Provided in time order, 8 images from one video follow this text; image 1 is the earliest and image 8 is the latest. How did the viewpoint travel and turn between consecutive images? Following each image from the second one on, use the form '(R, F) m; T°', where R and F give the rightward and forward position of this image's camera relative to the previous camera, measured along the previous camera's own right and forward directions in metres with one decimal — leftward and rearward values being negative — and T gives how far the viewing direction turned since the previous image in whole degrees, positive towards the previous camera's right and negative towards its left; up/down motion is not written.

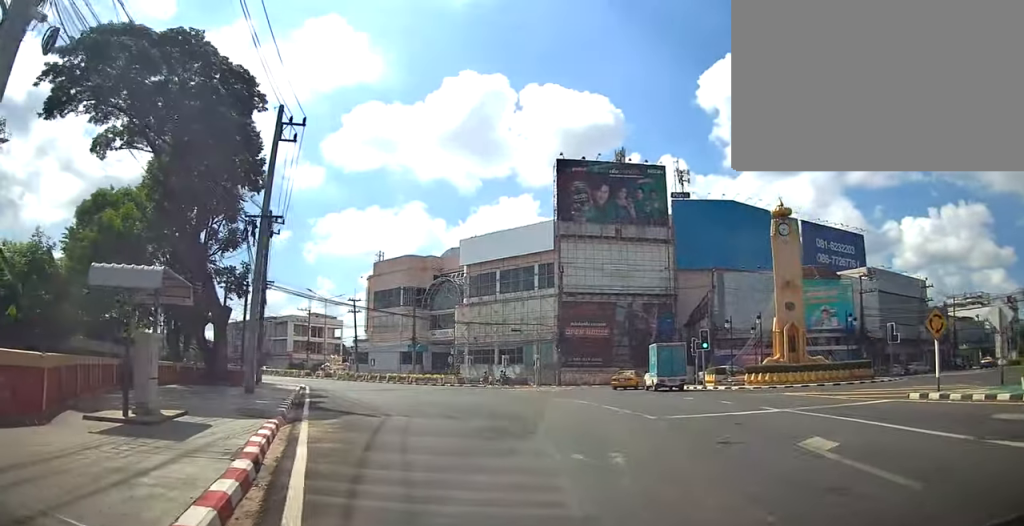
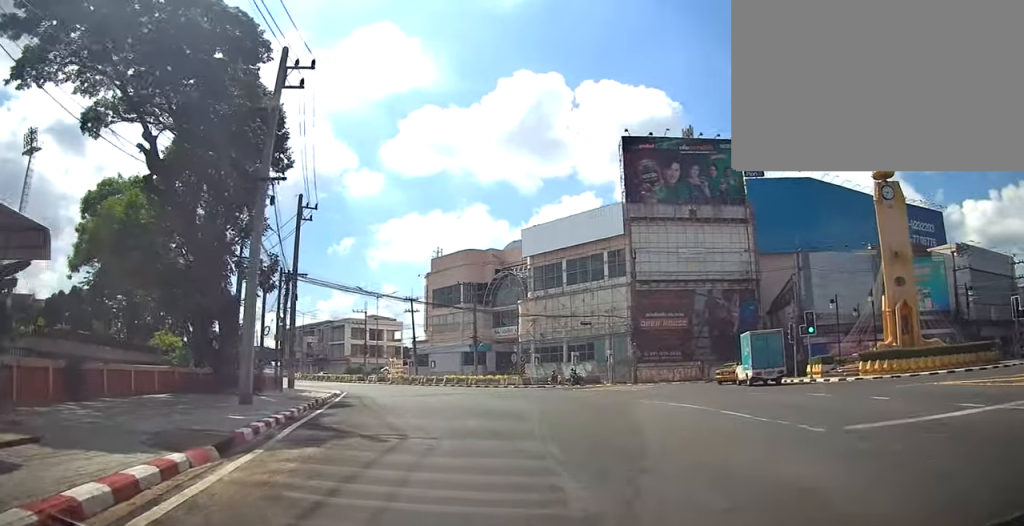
(-0.4, +6.4) m; -7°
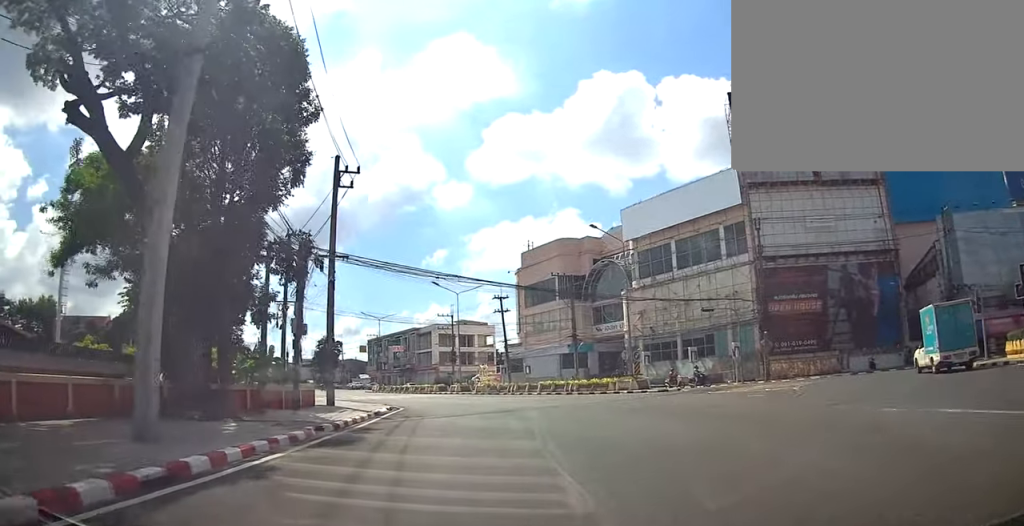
(-1.2, +10.6) m; -10°
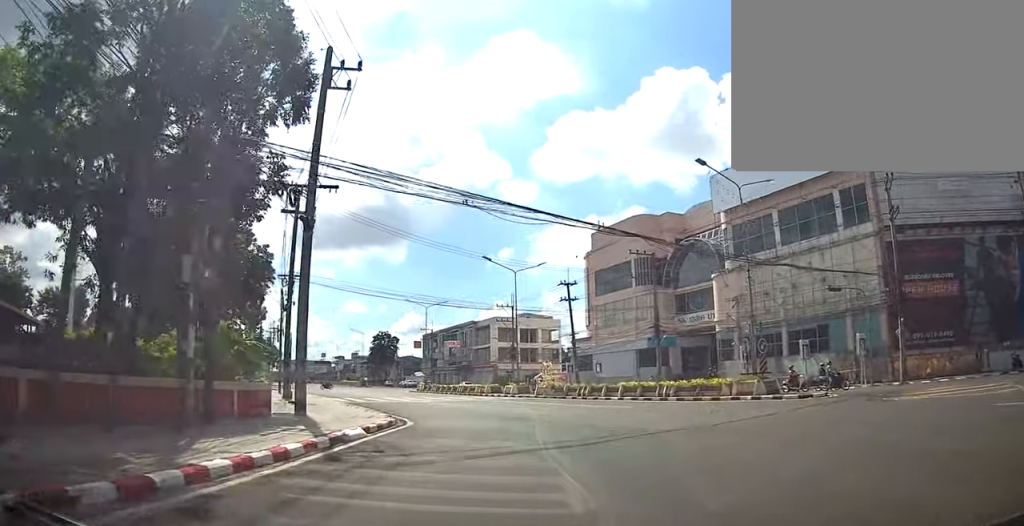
(-0.7, +11.6) m; -6°
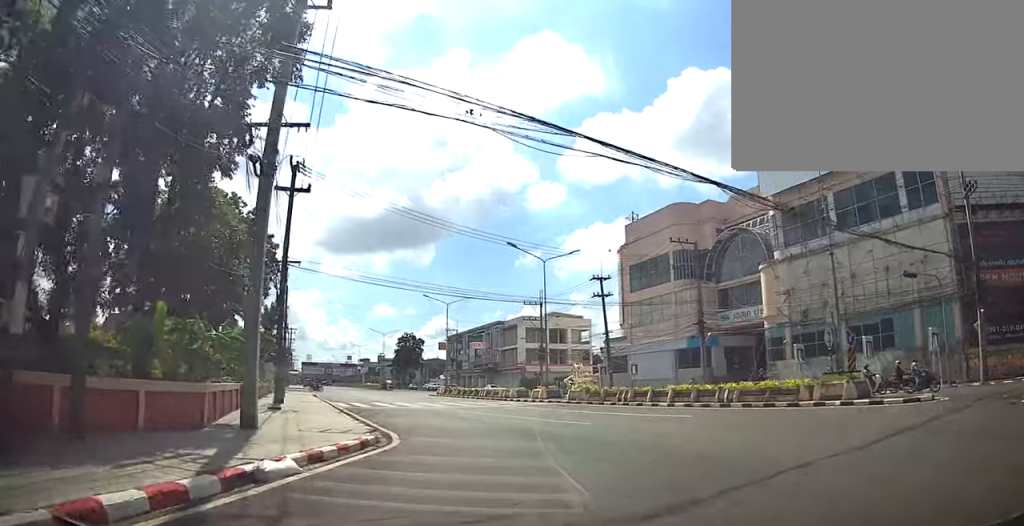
(-0.1, +5.4) m; -3°
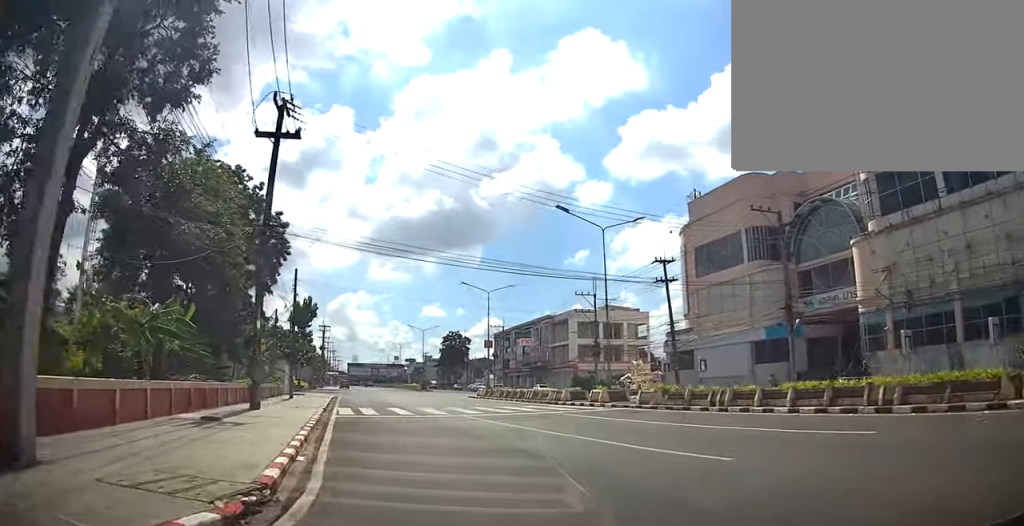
(-0.4, +8.3) m; -6°
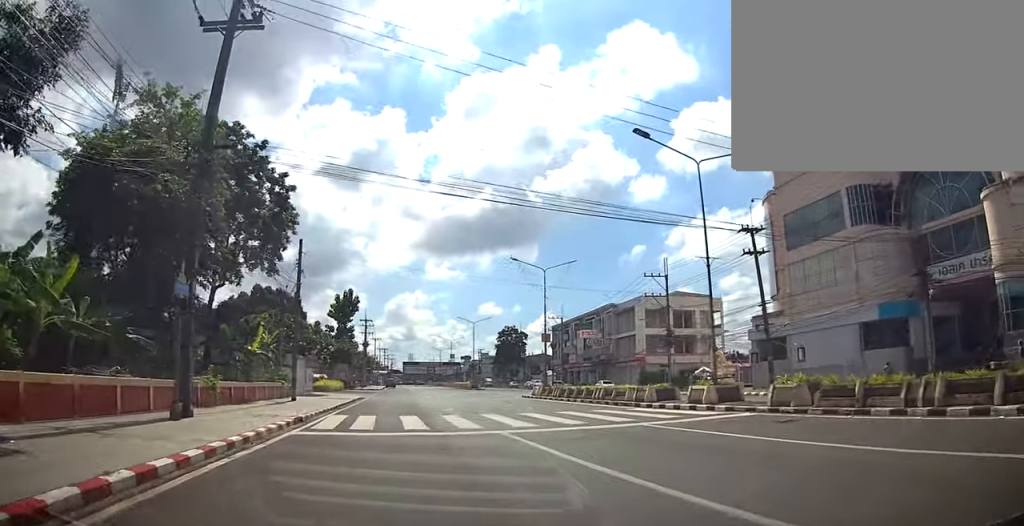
(-0.6, +9.5) m; -3°
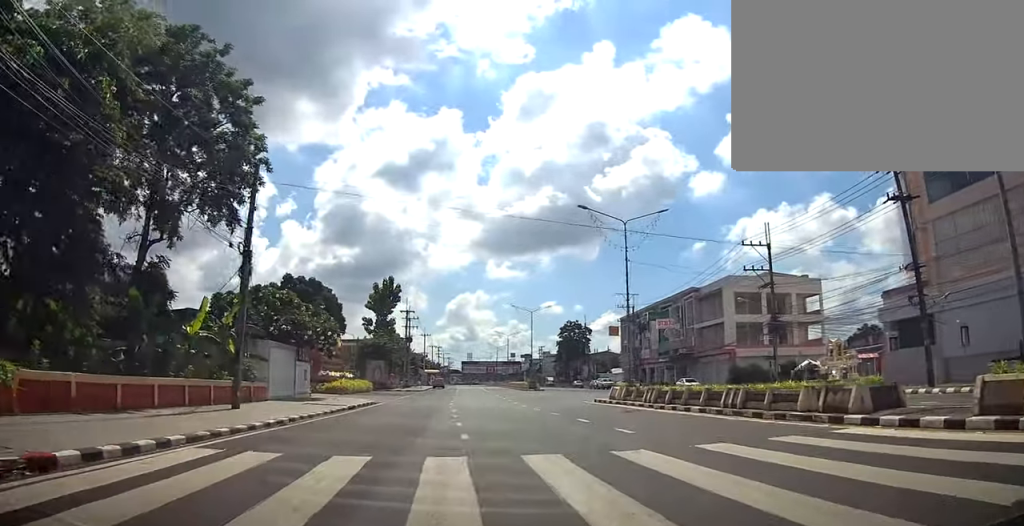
(+0.2, +13.2) m; 0°
